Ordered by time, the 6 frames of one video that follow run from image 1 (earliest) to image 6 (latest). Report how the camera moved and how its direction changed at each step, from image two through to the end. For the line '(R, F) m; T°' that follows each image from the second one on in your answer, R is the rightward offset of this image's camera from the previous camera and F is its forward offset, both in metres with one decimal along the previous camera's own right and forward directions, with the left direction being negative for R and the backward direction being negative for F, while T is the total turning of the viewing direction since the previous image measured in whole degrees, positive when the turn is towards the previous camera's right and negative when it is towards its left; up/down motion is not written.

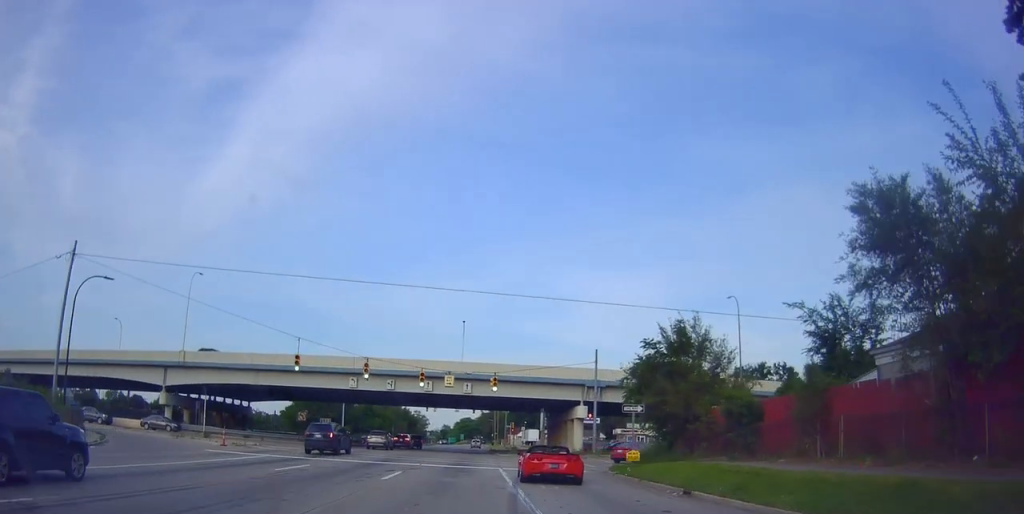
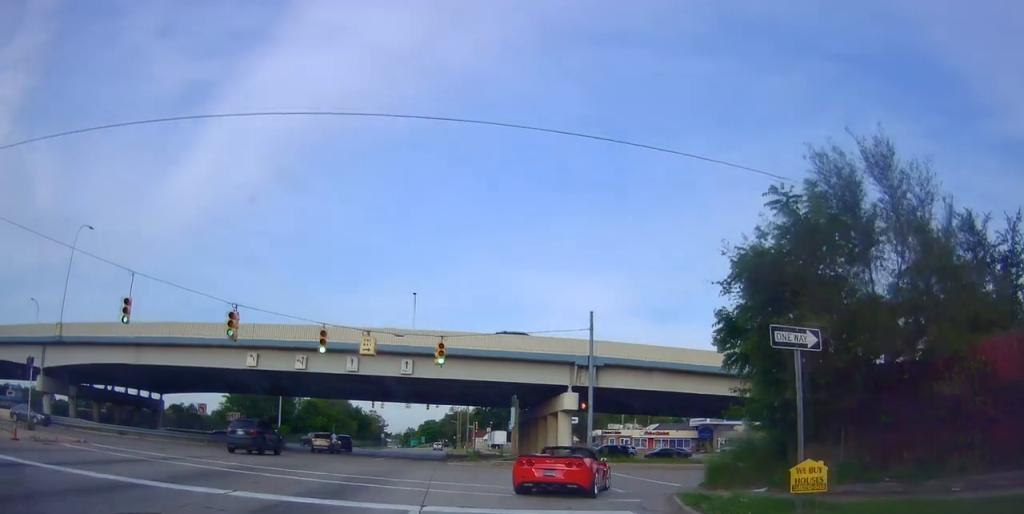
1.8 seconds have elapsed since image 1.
(+0.3, +17.7) m; +3°
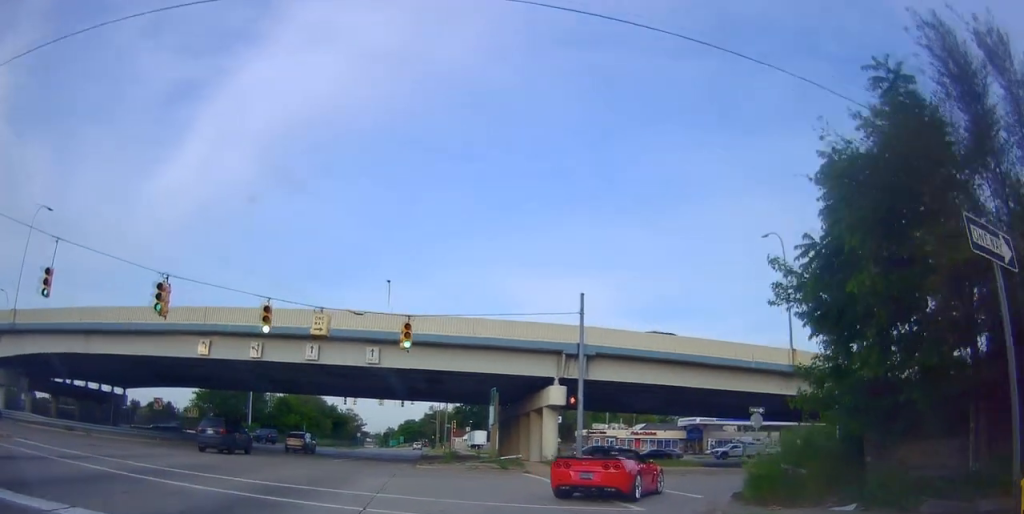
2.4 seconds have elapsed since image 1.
(+0.3, +4.9) m; 0°
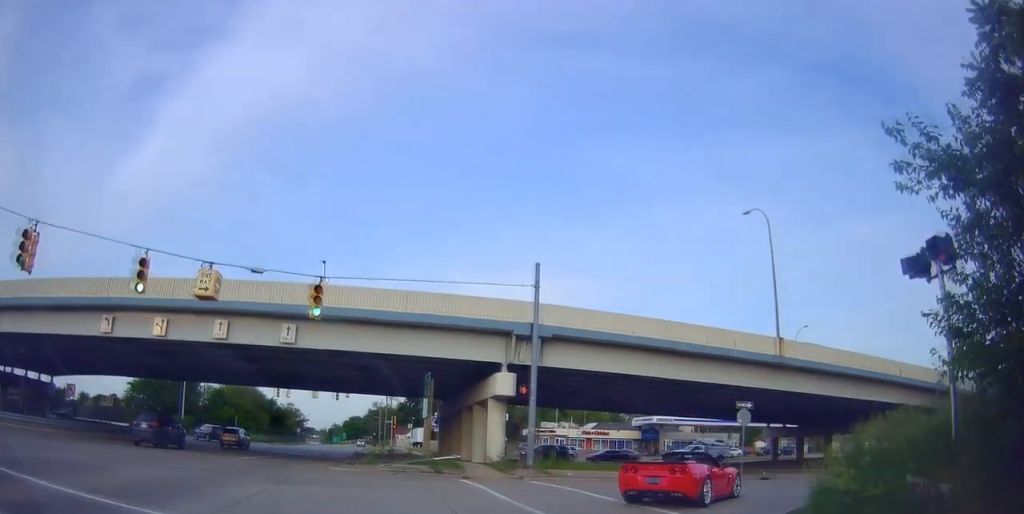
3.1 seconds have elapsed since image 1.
(-0.1, +5.8) m; +6°
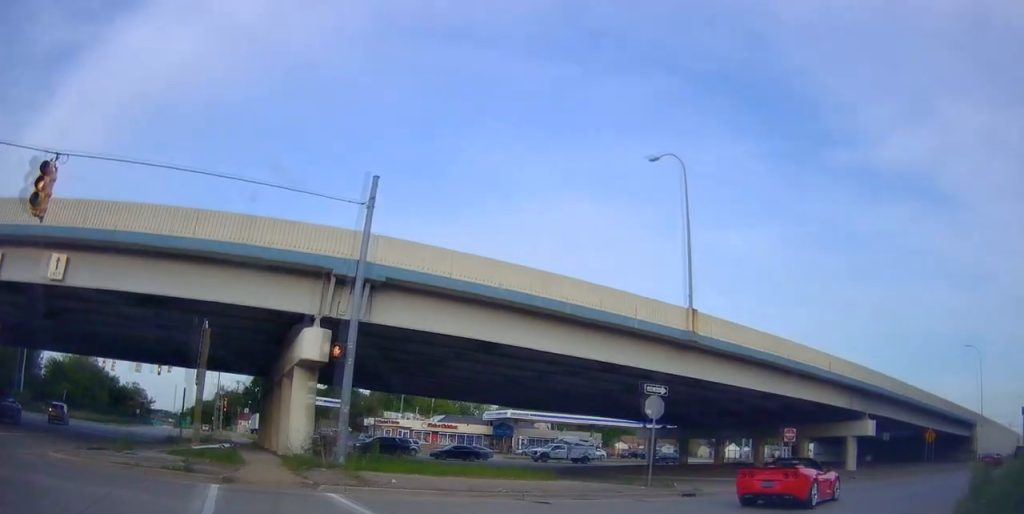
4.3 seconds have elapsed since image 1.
(+1.0, +8.1) m; +18°
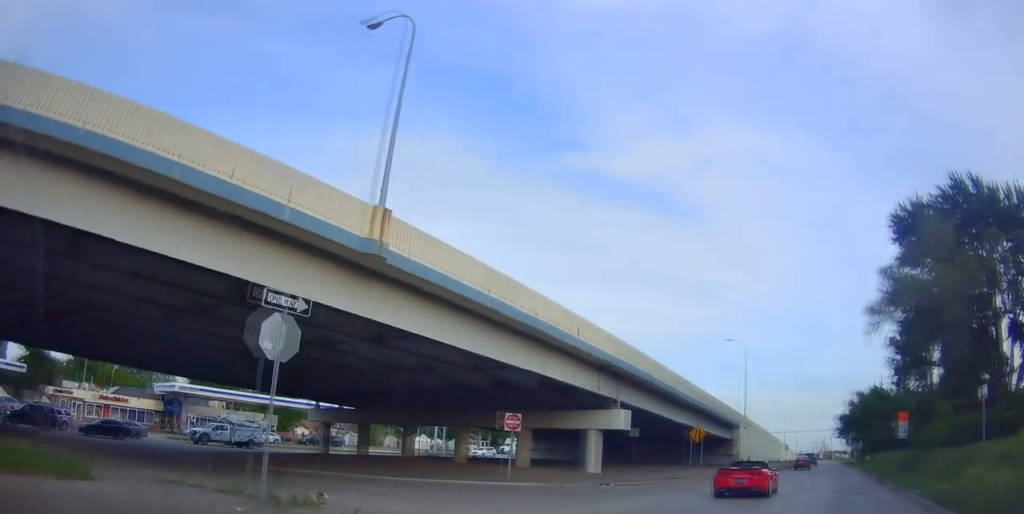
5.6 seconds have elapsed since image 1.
(+1.9, +10.0) m; +26°
